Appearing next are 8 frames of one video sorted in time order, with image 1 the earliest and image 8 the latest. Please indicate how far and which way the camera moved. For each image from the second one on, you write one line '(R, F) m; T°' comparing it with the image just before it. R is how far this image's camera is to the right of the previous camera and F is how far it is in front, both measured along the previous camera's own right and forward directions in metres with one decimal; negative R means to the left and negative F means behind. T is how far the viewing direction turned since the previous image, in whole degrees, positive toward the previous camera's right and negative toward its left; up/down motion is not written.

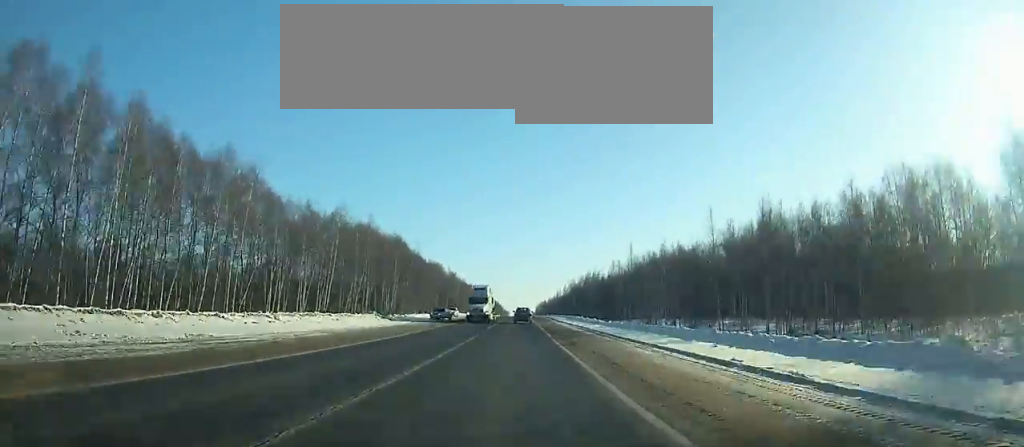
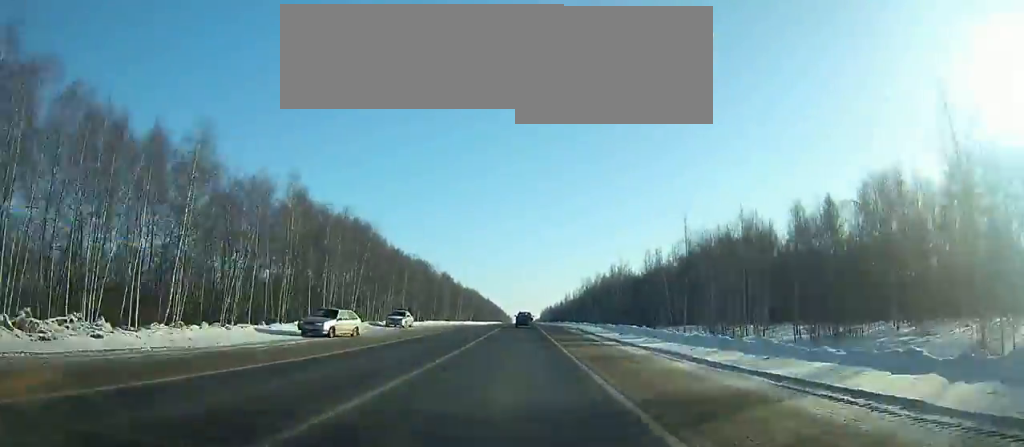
(0.0, +41.2) m; 0°
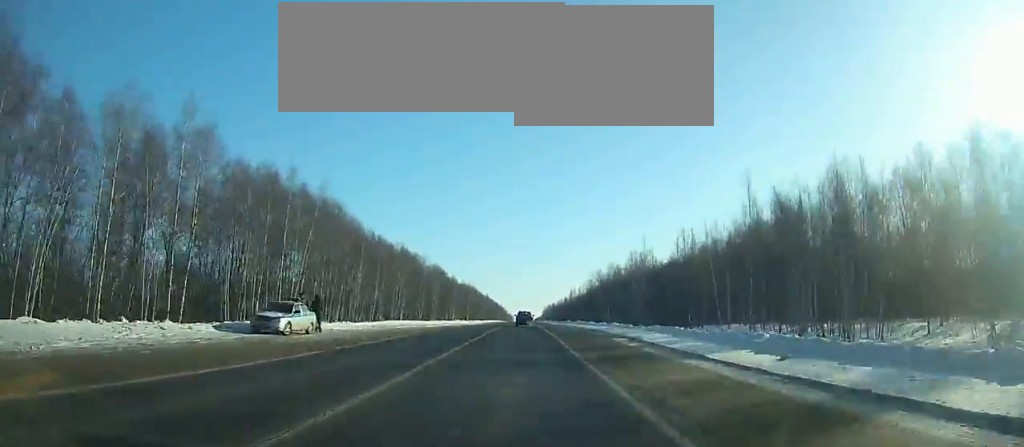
(0.0, +25.0) m; 0°
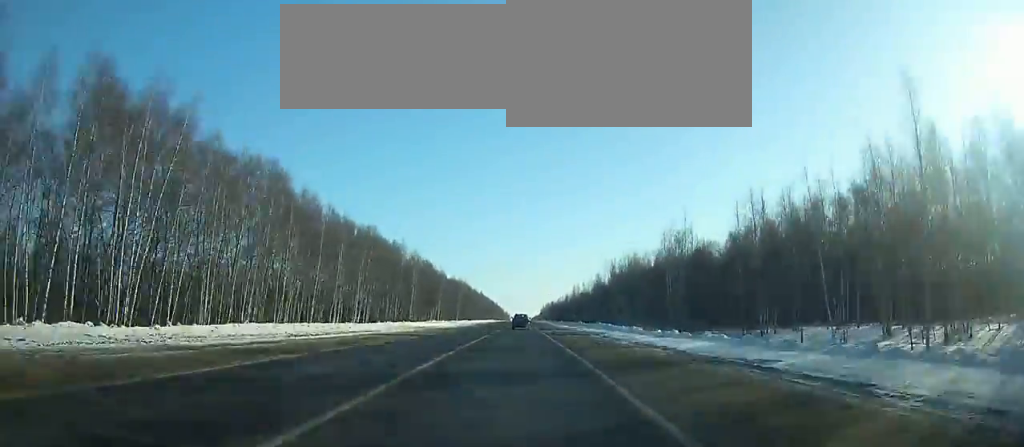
(0.0, +29.3) m; 0°
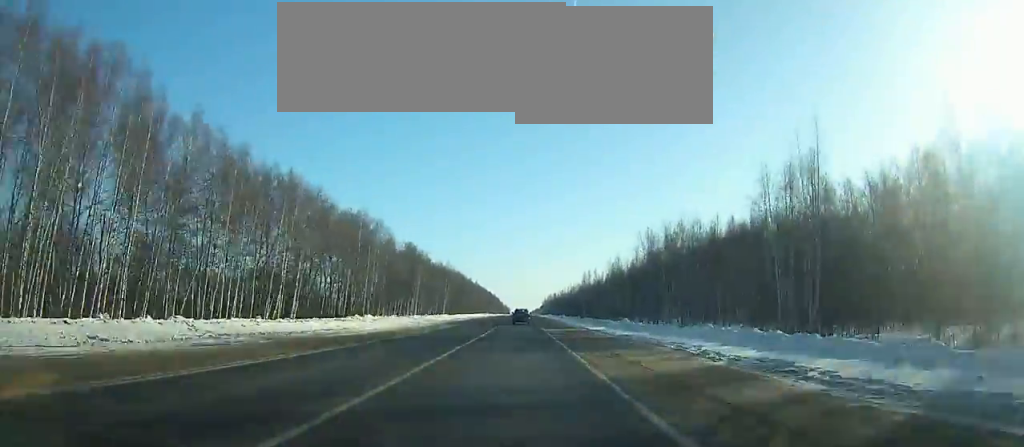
(0.0, +38.4) m; 0°
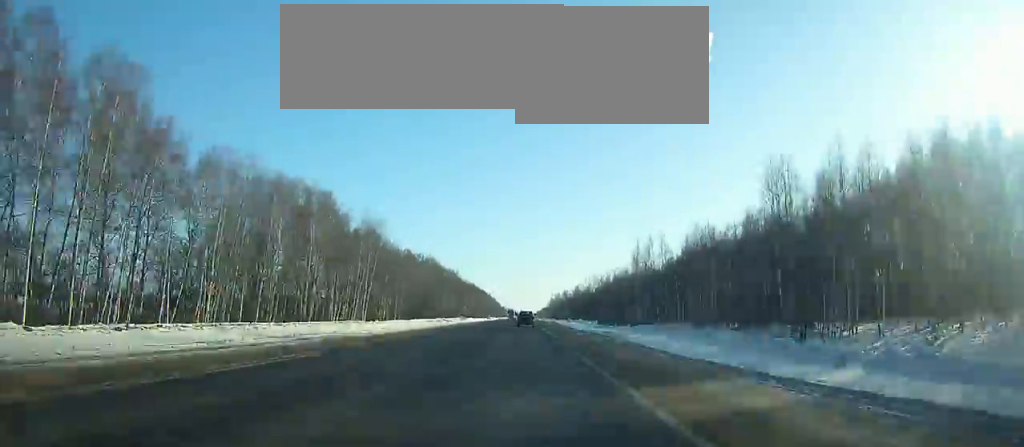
(+0.1, +95.6) m; 0°
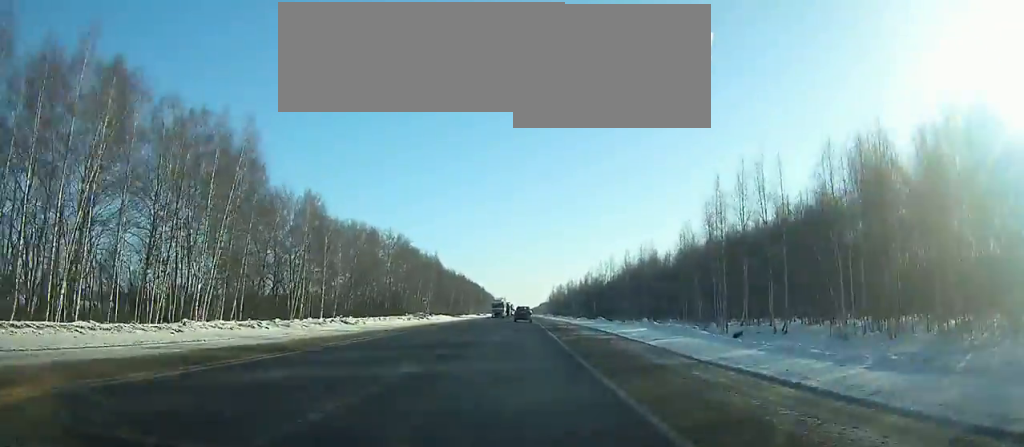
(+0.1, +48.8) m; 0°
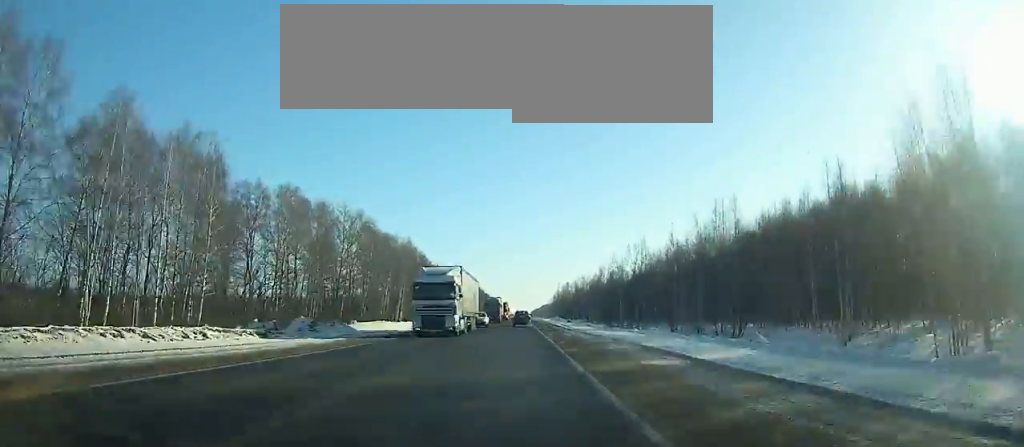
(0.0, +42.8) m; 0°
